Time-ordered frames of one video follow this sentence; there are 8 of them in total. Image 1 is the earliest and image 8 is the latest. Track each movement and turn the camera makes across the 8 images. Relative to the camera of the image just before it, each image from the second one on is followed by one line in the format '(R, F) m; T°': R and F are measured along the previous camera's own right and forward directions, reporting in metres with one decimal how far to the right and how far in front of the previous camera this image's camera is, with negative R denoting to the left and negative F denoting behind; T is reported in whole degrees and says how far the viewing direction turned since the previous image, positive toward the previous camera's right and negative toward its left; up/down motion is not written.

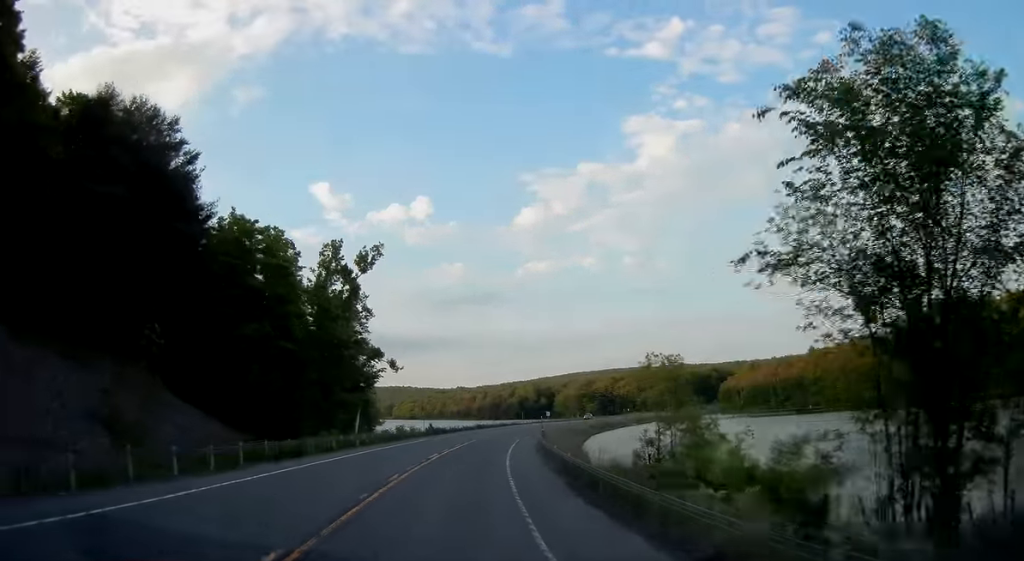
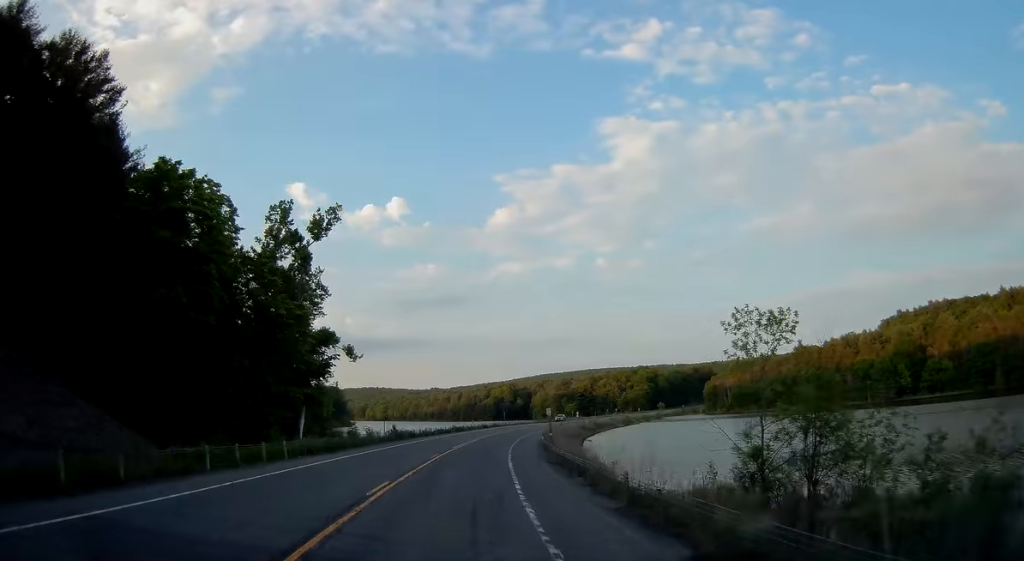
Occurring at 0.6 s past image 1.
(+0.1, +14.9) m; +3°
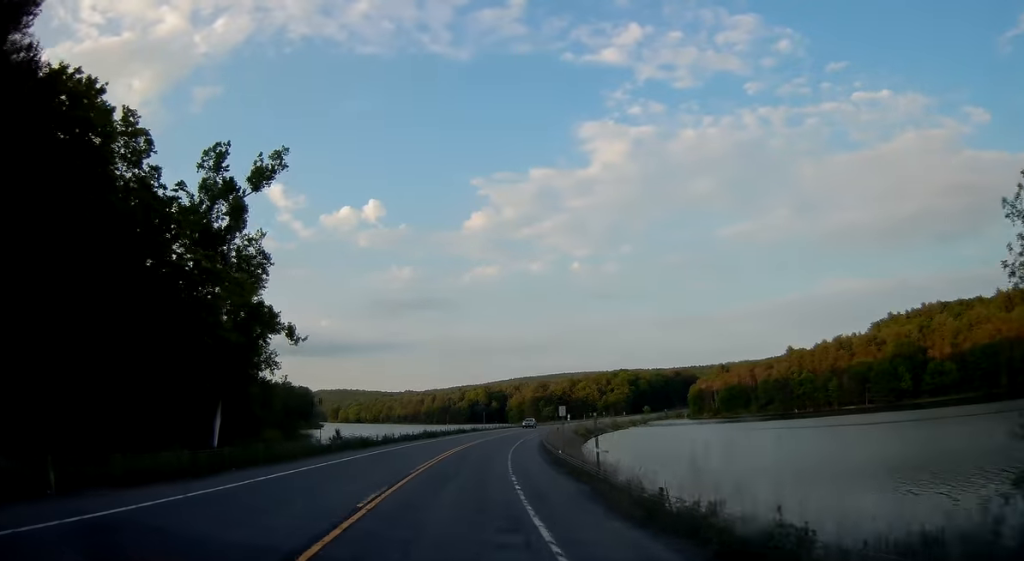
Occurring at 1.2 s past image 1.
(+0.7, +14.9) m; +3°
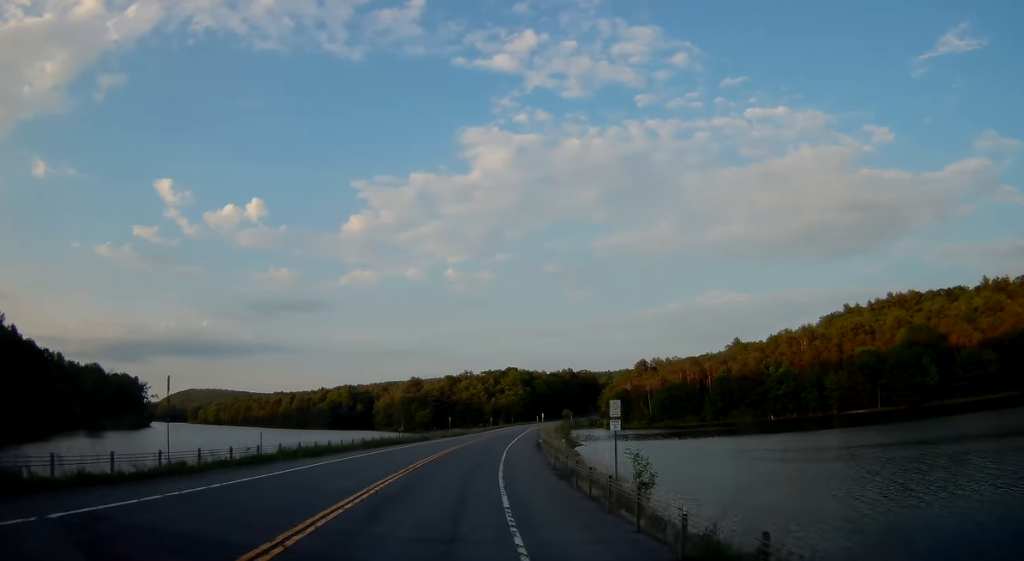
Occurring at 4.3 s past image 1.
(+7.9, +75.6) m; +11°
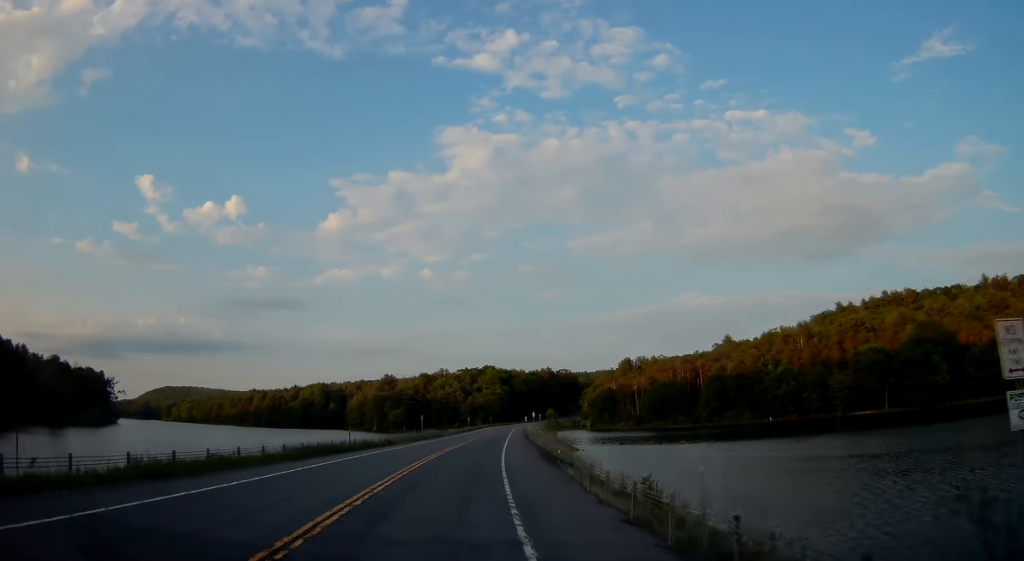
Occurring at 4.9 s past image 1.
(+0.1, +13.8) m; +1°
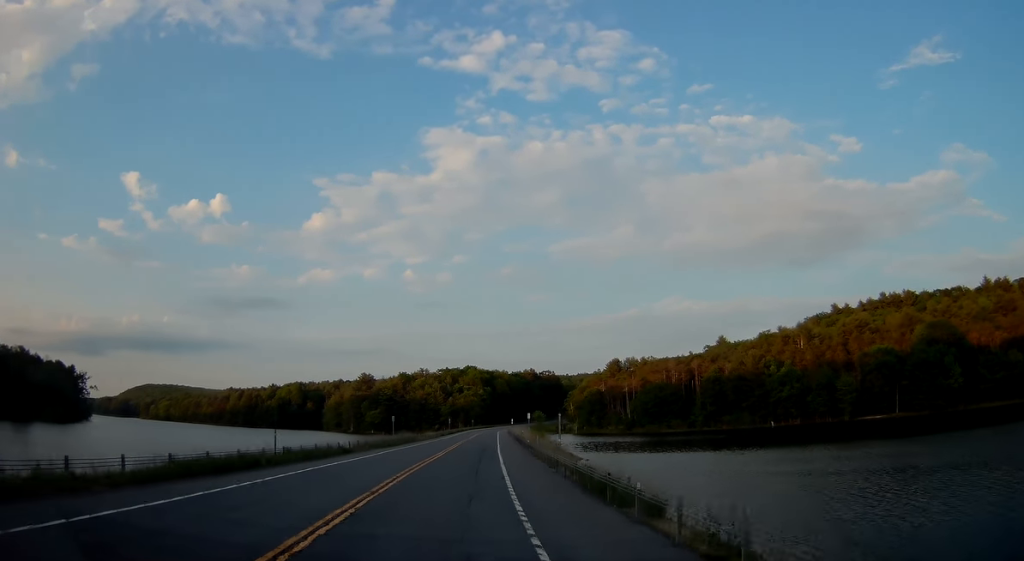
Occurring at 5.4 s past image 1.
(+0.3, +12.2) m; +1°
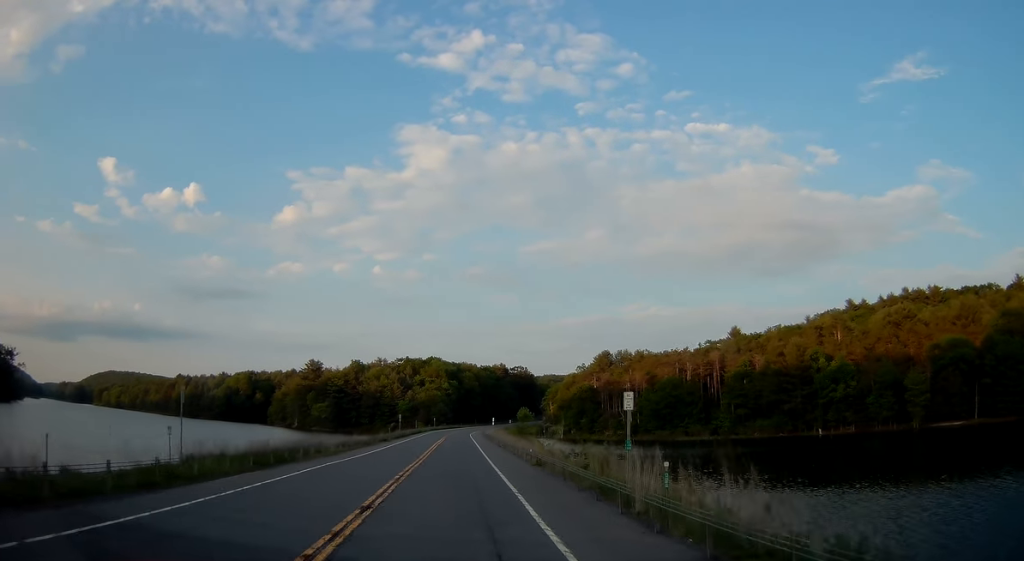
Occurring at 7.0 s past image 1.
(+1.2, +39.7) m; +3°
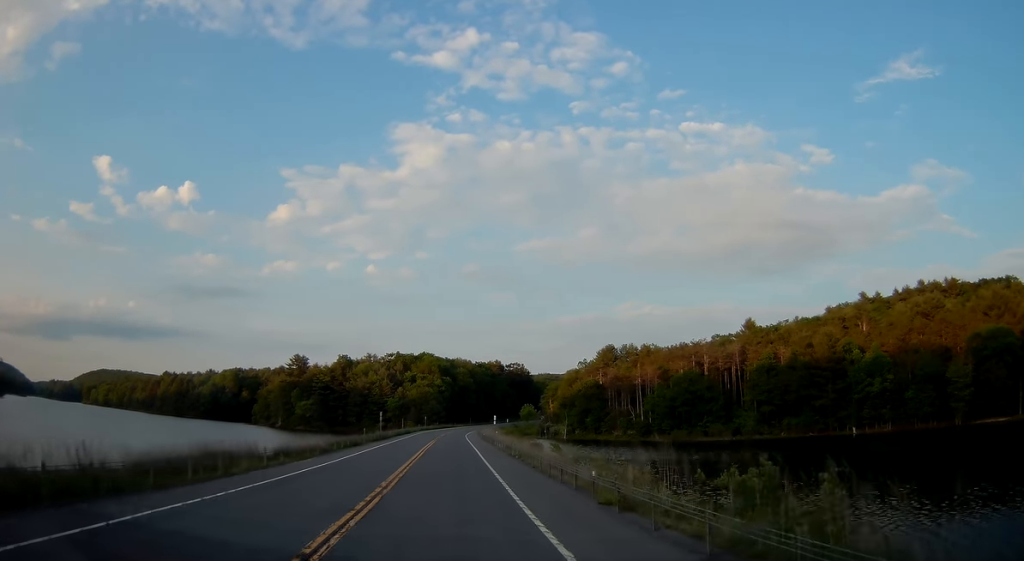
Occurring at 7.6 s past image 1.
(+0.2, +14.6) m; 0°
